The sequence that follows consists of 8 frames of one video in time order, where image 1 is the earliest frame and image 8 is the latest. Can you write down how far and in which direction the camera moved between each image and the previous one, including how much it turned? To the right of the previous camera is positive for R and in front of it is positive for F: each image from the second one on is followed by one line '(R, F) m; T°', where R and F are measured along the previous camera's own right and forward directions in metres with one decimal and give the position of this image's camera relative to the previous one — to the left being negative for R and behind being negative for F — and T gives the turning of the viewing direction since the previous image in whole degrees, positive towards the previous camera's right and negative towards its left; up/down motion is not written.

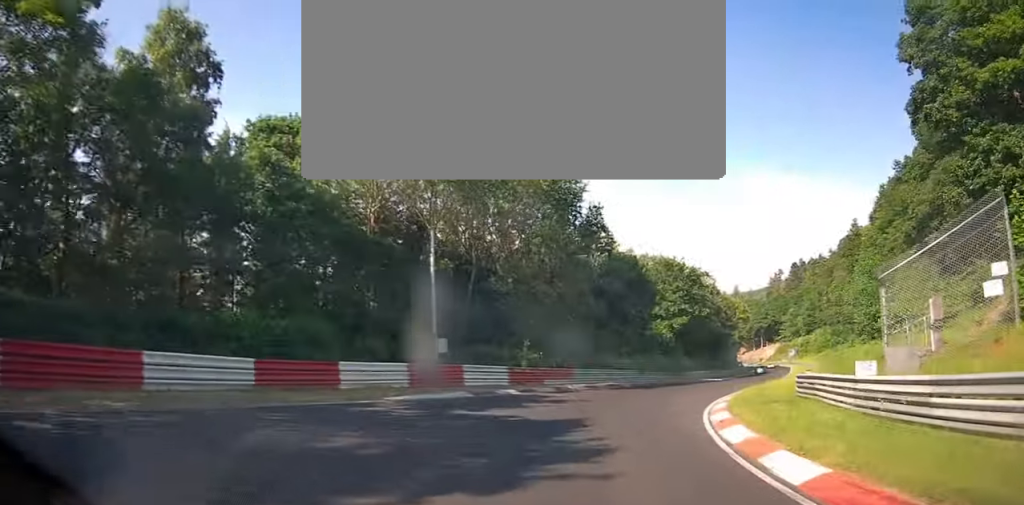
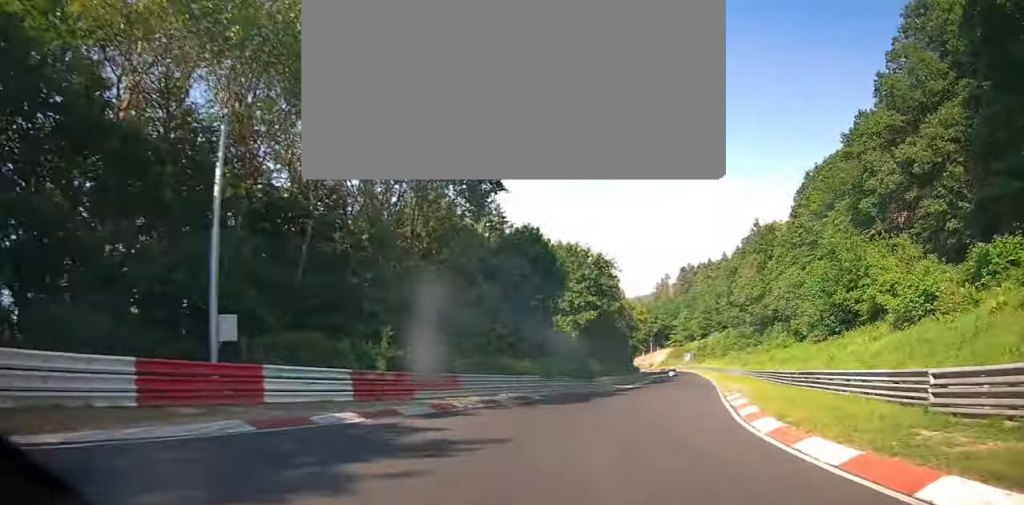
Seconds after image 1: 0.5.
(+1.5, +12.8) m; +9°
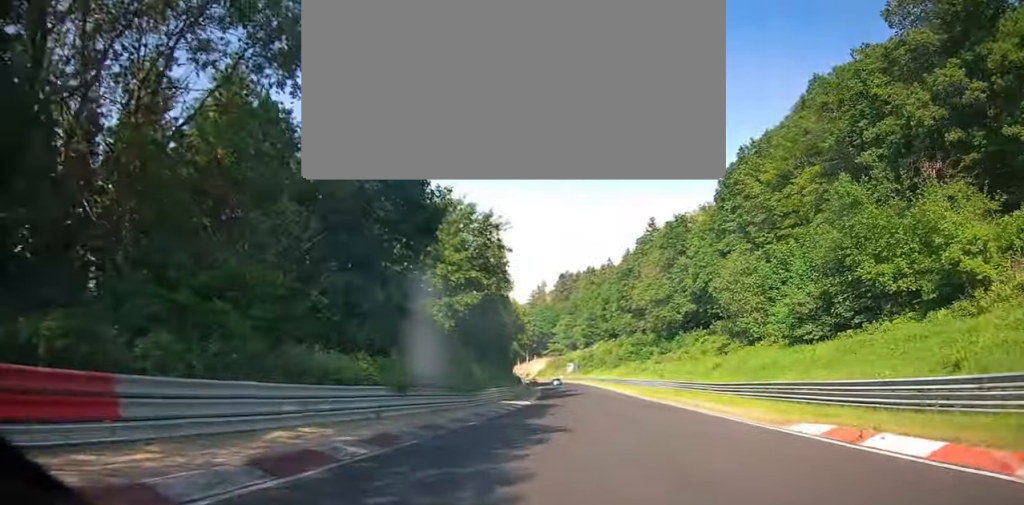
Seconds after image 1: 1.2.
(+1.8, +18.8) m; +6°
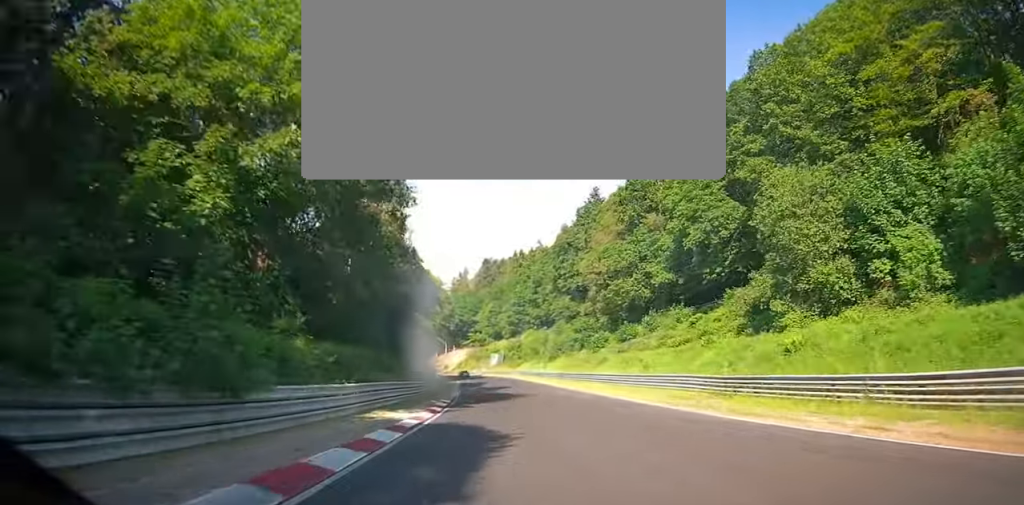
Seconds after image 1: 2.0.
(+1.3, +24.6) m; +4°
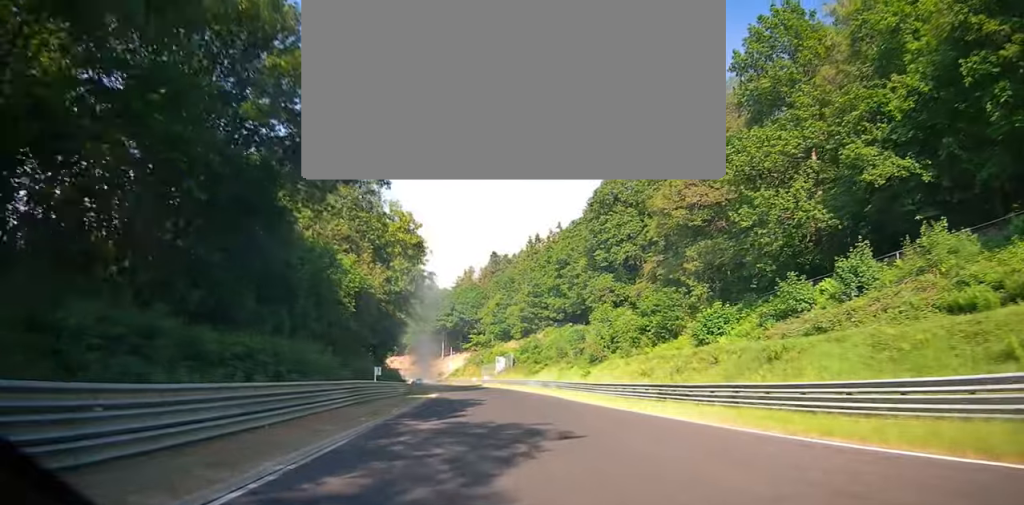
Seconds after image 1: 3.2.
(+0.5, +37.7) m; -1°
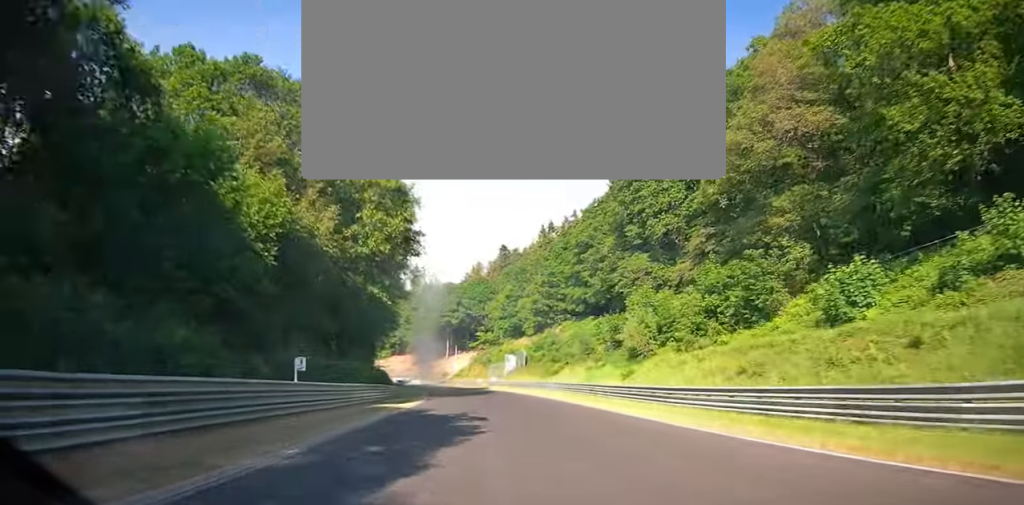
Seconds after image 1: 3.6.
(+0.3, +14.1) m; -1°
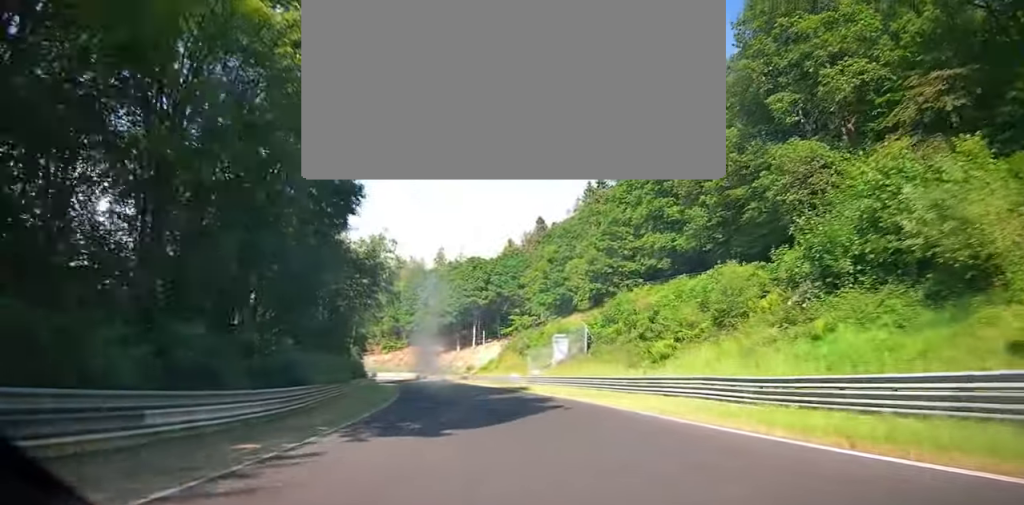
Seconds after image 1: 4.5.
(-1.2, +32.3) m; -5°
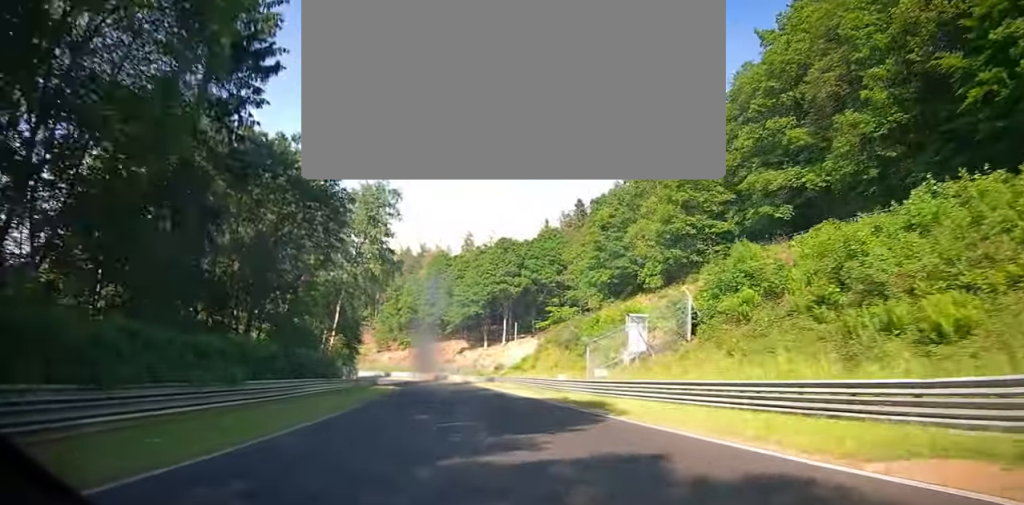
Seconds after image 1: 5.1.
(-0.9, +20.8) m; -3°
